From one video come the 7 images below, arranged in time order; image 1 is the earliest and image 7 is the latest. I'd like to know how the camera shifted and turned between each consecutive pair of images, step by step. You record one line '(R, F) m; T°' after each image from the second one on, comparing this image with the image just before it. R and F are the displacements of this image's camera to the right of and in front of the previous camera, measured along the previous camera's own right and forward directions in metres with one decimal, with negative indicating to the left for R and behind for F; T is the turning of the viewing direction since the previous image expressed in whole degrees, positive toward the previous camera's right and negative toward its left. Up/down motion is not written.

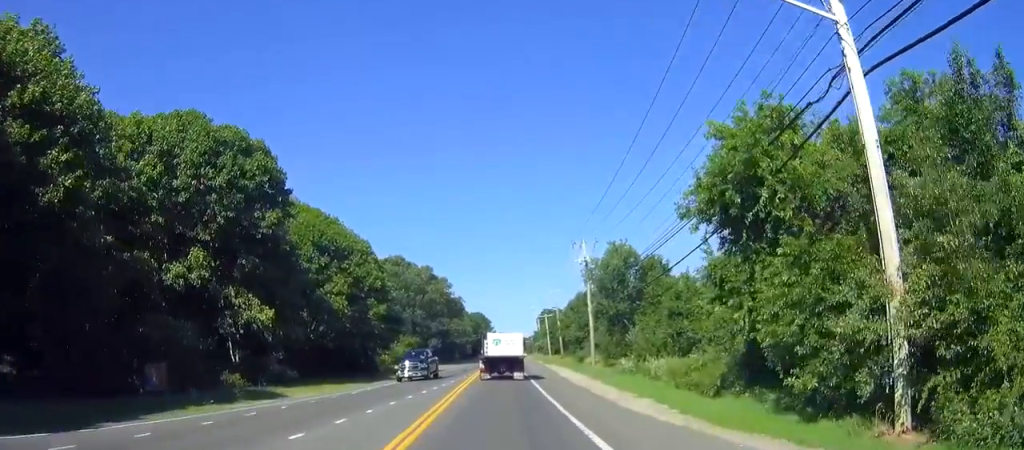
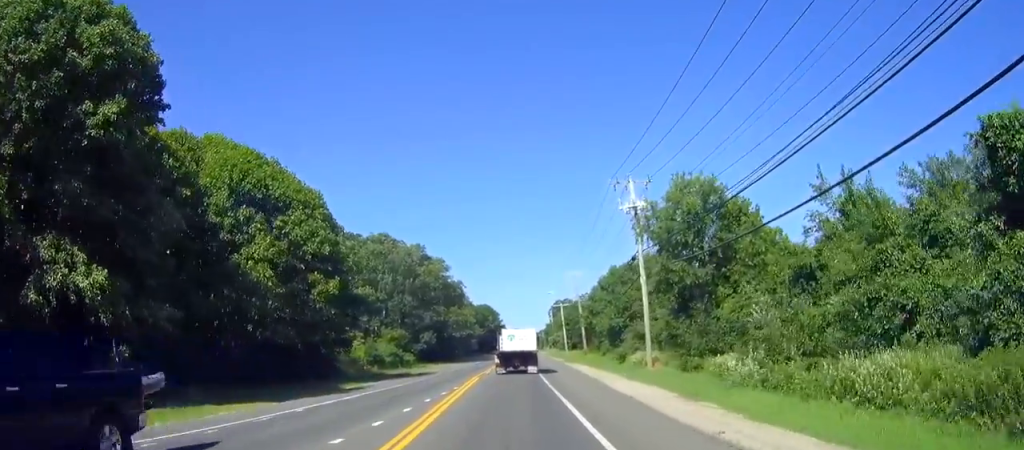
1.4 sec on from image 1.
(-0.2, +19.5) m; 0°
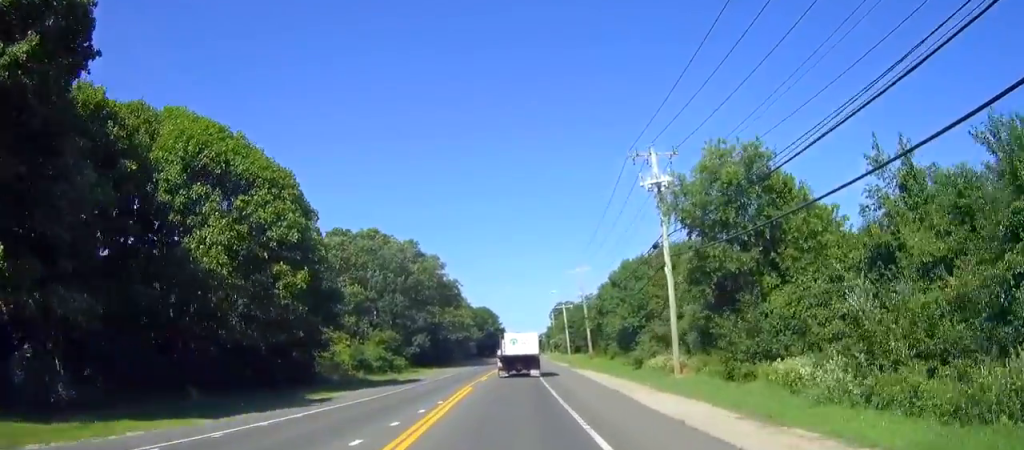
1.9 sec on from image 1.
(0.0, +6.2) m; 0°
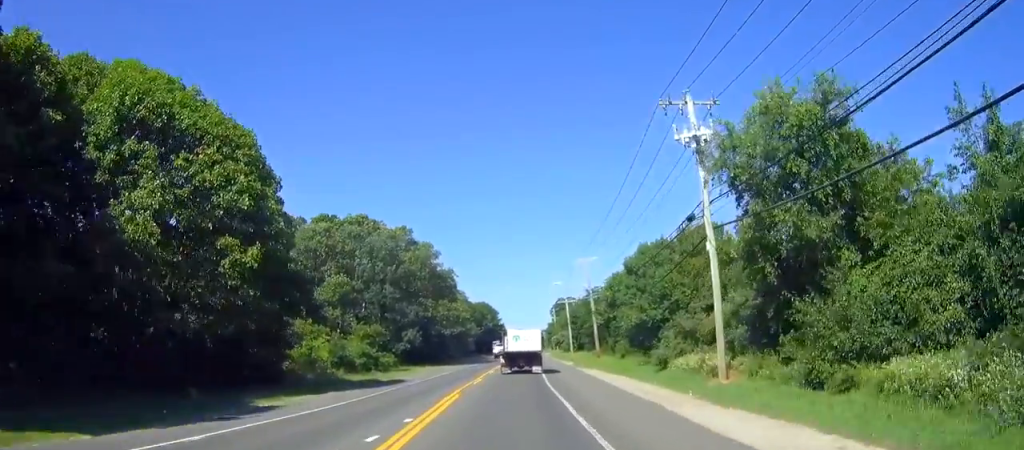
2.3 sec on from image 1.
(0.0, +6.9) m; 0°
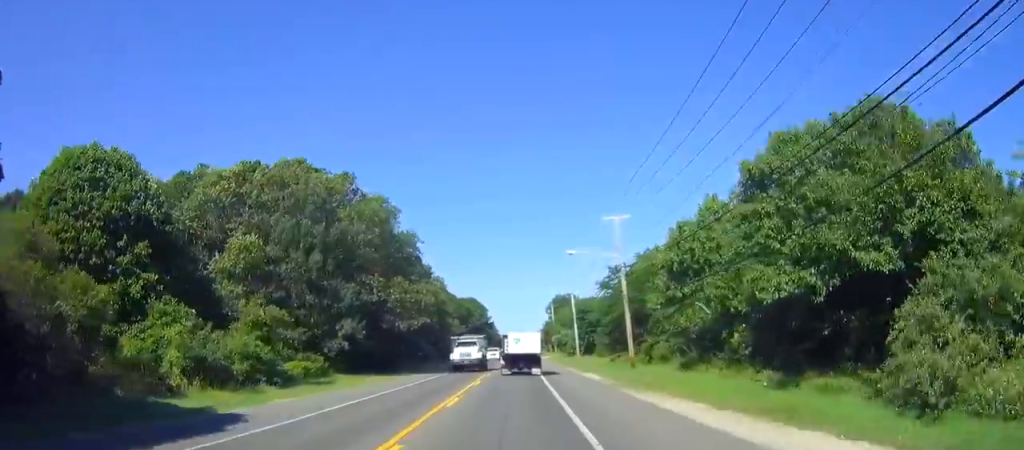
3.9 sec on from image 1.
(+0.1, +24.5) m; 0°
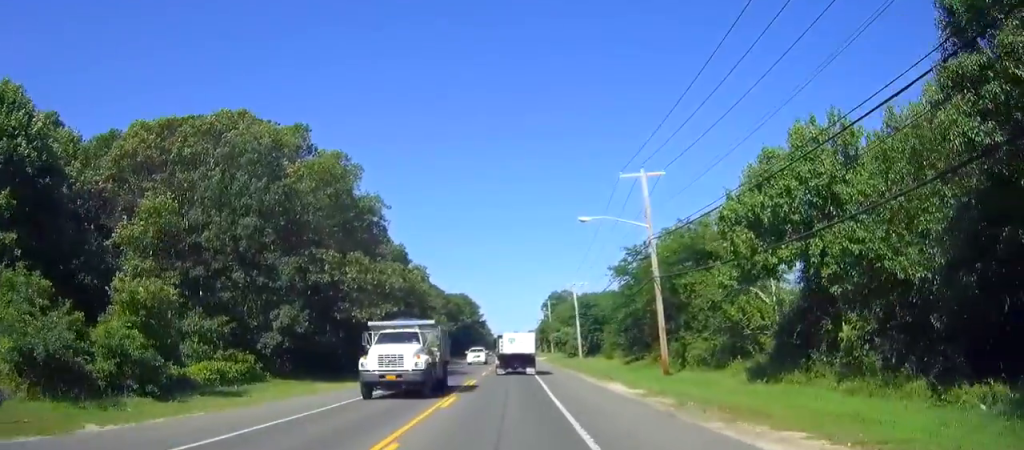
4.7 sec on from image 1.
(0.0, +12.1) m; 0°
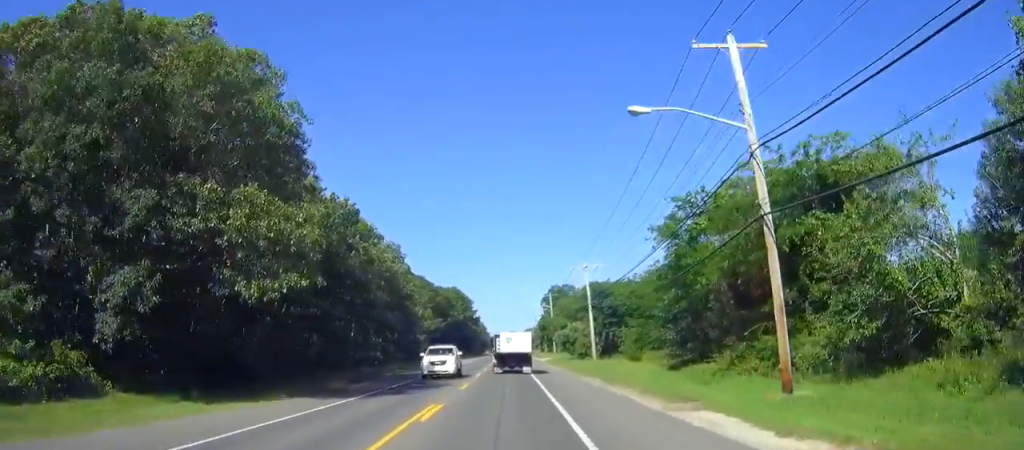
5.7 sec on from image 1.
(+0.2, +16.2) m; 0°
